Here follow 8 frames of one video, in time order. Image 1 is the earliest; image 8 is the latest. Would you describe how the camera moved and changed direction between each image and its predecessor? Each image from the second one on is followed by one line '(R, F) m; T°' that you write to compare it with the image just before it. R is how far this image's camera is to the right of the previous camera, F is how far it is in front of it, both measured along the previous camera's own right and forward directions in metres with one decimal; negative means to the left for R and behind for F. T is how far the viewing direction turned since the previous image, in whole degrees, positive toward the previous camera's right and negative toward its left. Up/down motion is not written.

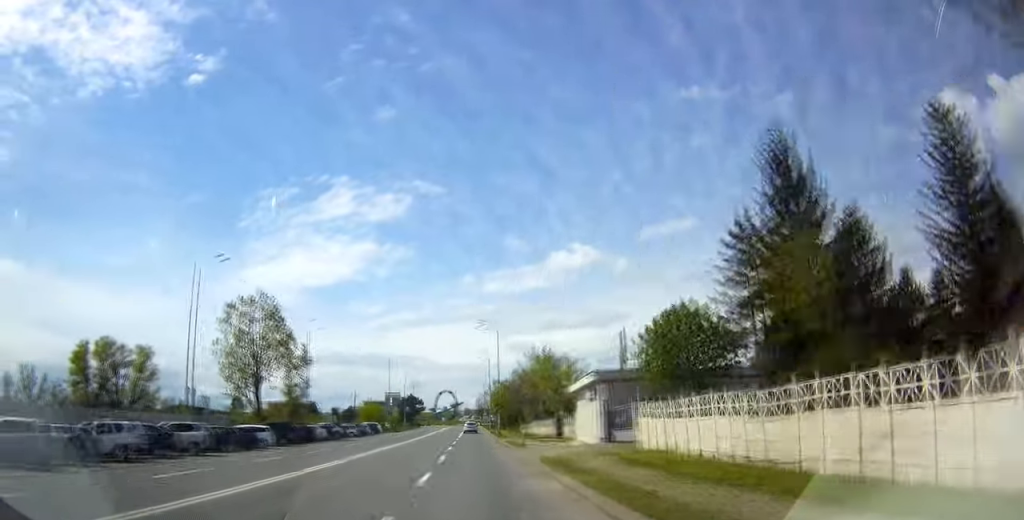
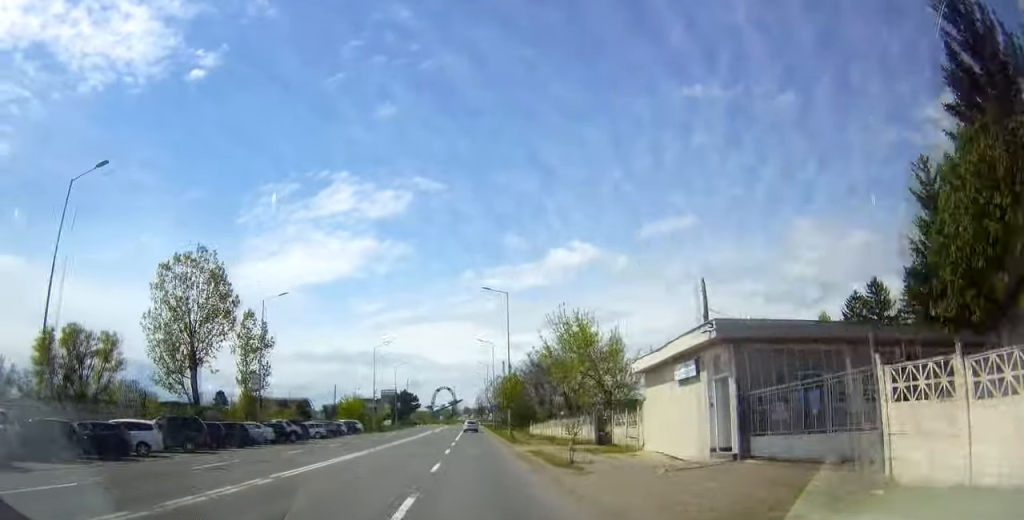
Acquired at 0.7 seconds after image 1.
(+0.2, +14.4) m; 0°
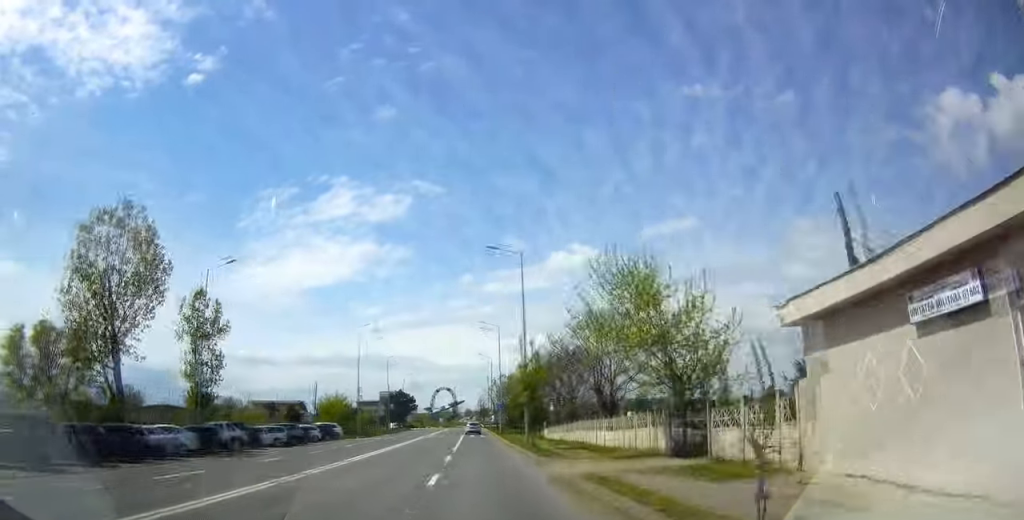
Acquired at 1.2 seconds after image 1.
(-0.2, +11.9) m; 0°
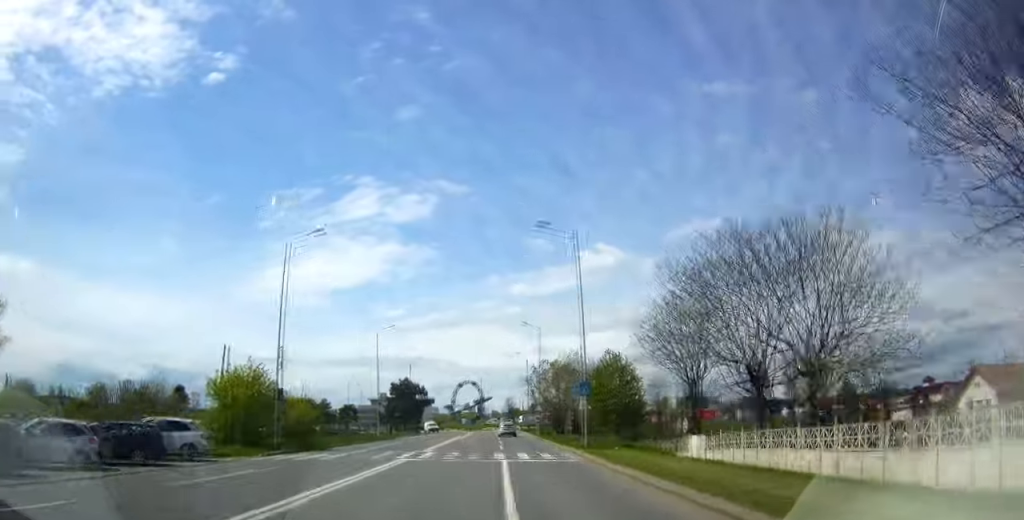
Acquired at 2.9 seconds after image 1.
(0.0, +34.7) m; -1°
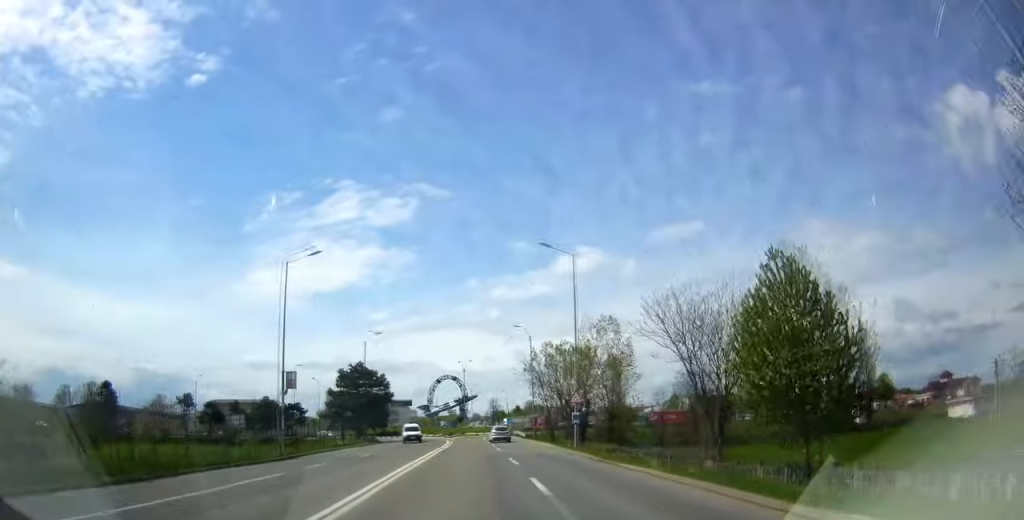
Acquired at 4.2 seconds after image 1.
(-0.4, +28.3) m; -1°
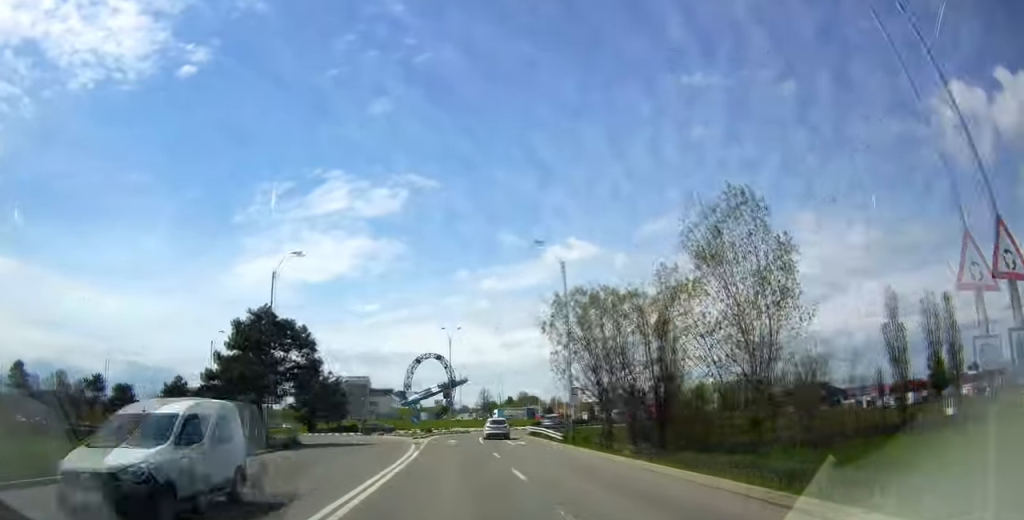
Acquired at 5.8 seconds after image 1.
(0.0, +30.8) m; -1°
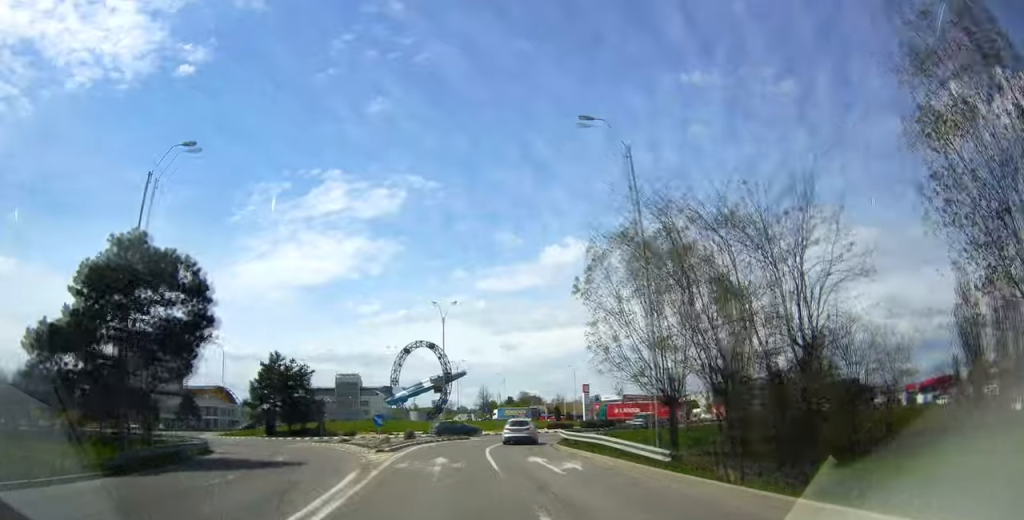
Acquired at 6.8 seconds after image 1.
(-0.2, +19.3) m; 0°
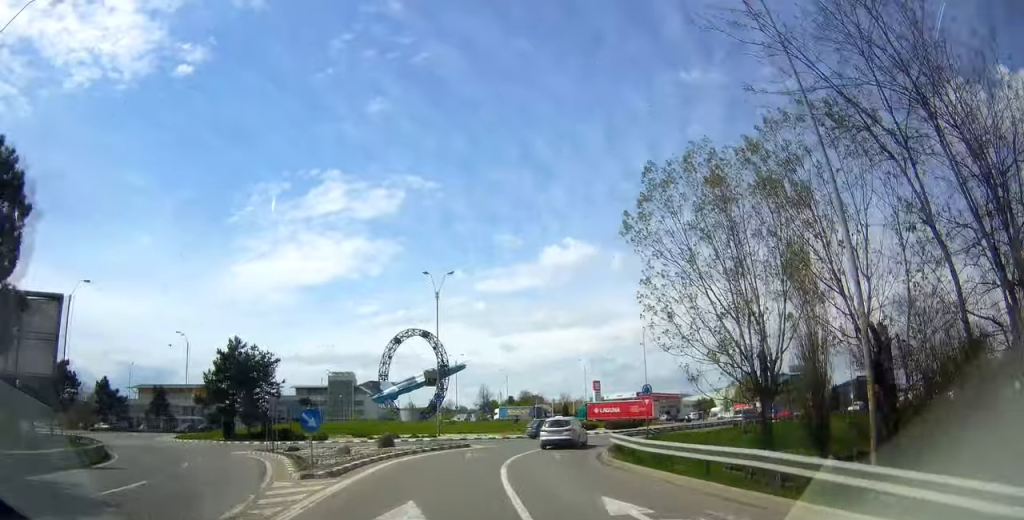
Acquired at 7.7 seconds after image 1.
(+0.1, +14.5) m; +1°
